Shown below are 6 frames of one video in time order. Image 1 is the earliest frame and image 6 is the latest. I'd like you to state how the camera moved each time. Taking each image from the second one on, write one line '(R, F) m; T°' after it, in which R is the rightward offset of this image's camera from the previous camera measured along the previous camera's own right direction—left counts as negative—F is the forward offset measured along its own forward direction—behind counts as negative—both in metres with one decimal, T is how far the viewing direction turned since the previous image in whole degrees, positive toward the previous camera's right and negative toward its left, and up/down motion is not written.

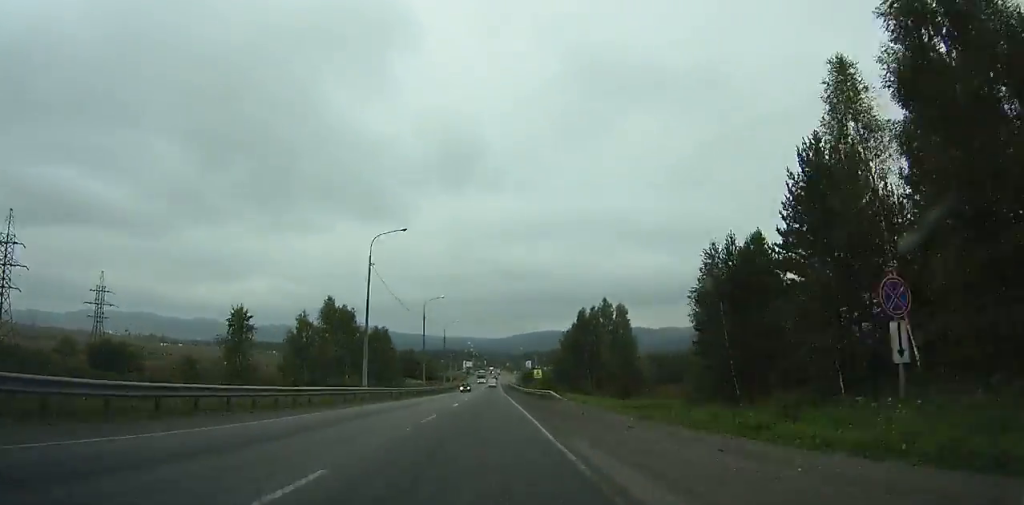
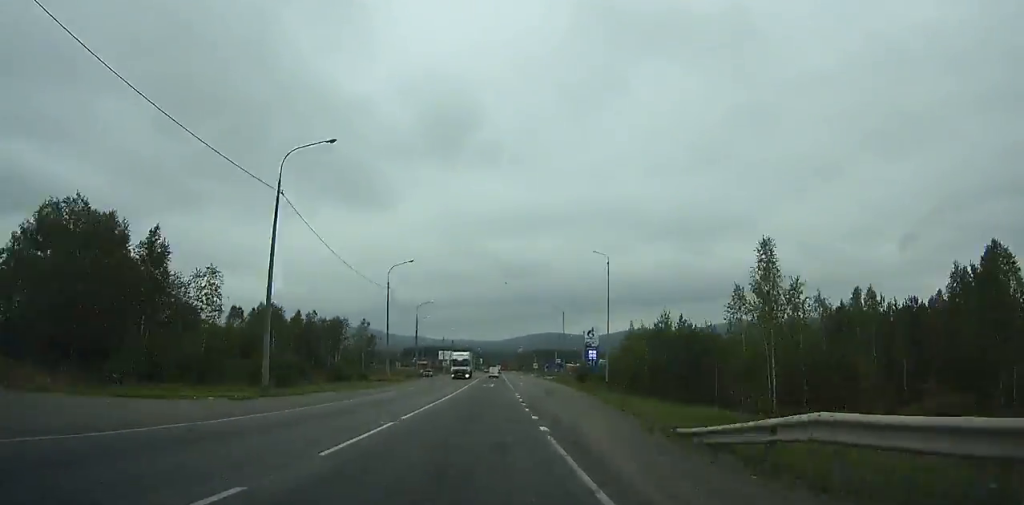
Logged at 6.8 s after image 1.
(+1.6, +156.8) m; +1°
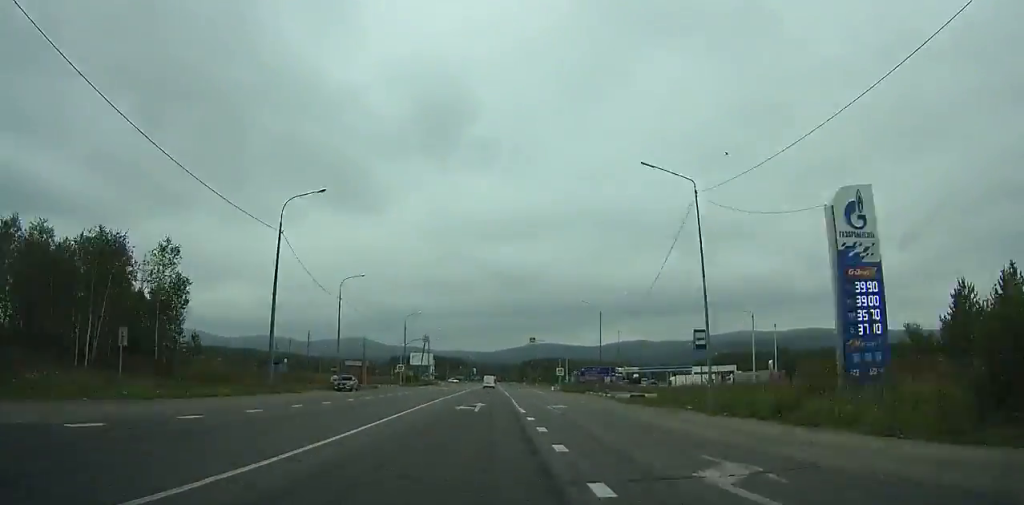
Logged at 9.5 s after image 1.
(+0.2, +61.5) m; 0°
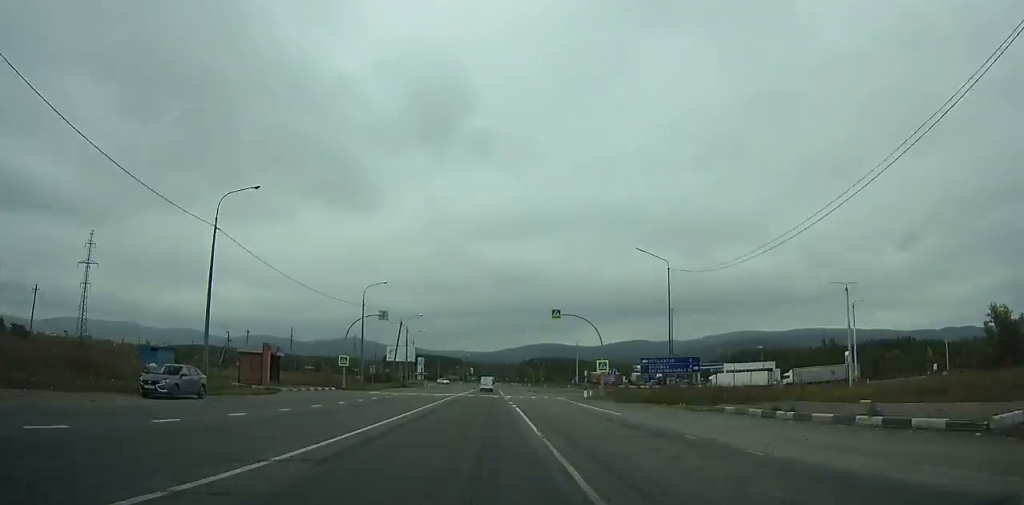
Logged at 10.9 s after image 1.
(+0.1, +31.8) m; 0°
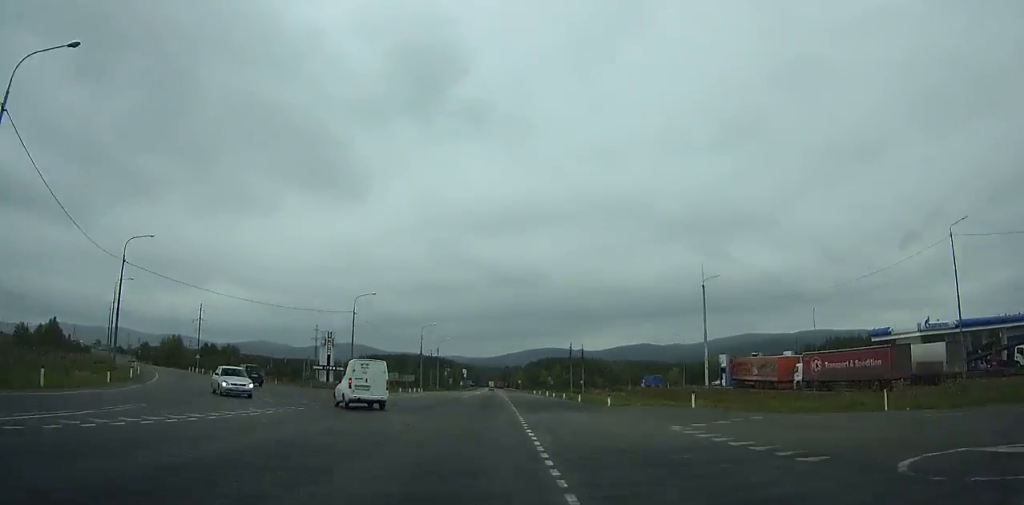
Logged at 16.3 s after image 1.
(-0.3, +122.8) m; 0°
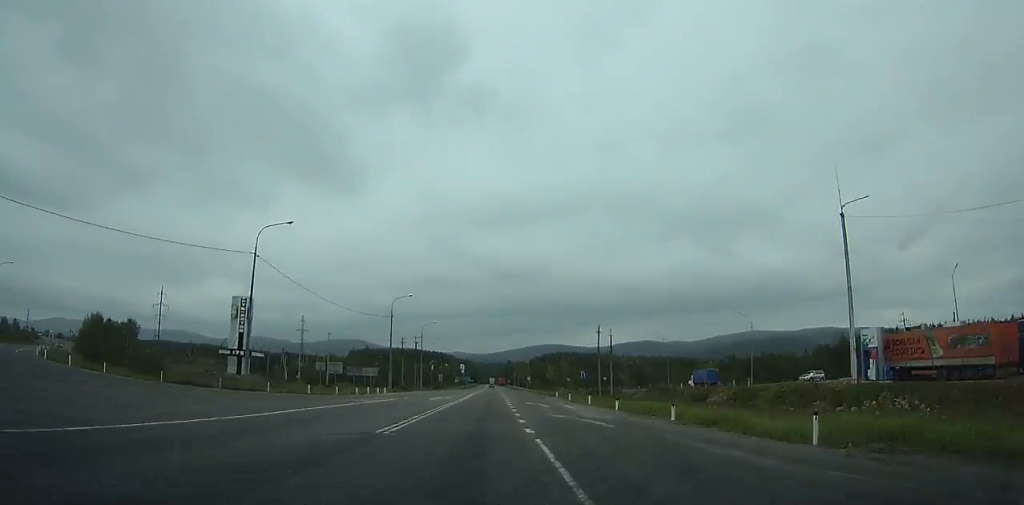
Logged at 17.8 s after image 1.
(0.0, +34.5) m; 0°
